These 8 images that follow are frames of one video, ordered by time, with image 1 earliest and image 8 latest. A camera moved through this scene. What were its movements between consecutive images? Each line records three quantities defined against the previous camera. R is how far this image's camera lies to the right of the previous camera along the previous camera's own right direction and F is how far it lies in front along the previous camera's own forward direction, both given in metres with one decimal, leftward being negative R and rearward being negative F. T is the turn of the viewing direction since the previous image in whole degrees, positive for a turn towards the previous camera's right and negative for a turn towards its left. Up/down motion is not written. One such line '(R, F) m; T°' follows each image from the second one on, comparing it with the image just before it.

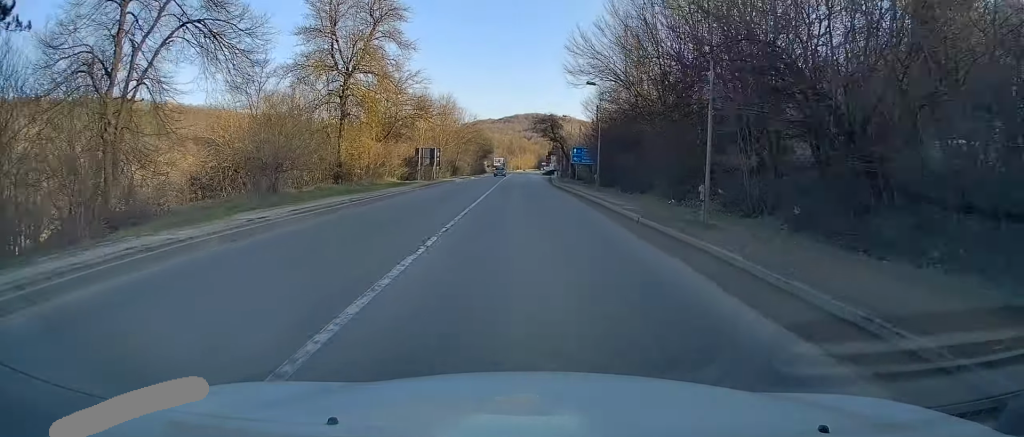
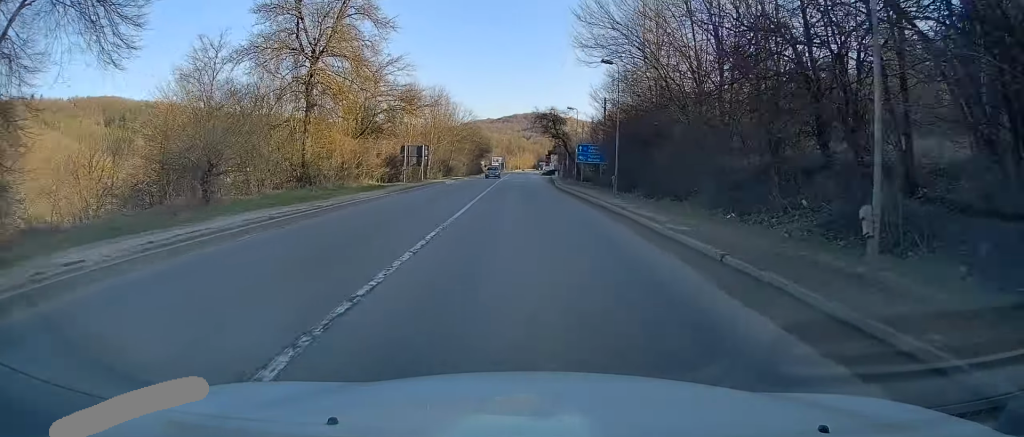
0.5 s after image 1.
(0.0, +6.8) m; 0°
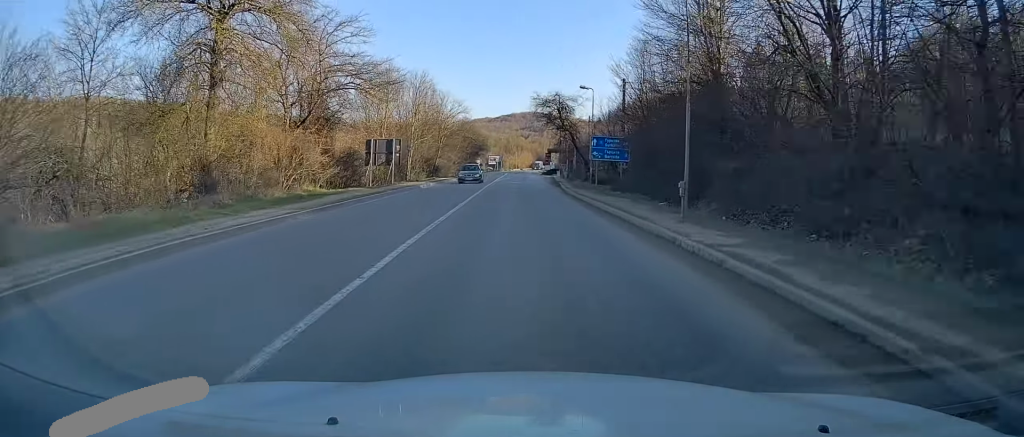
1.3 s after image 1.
(-0.1, +11.6) m; 0°
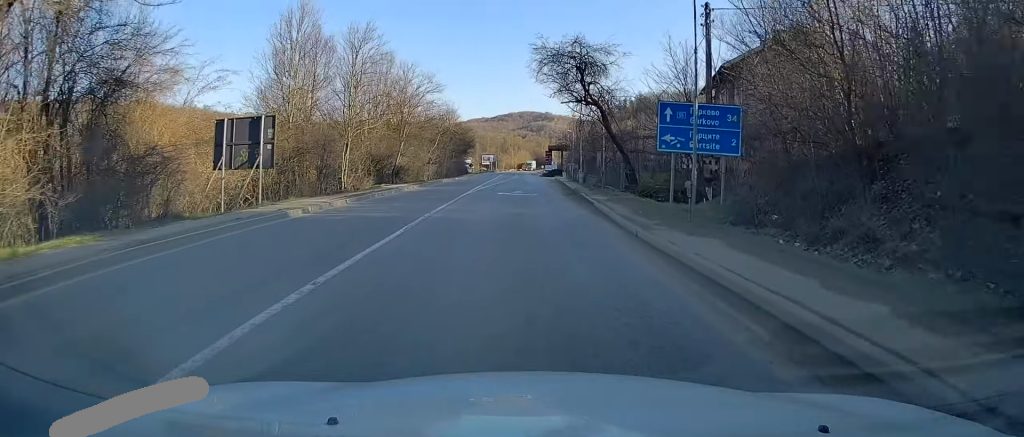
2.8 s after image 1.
(+0.1, +21.5) m; +1°
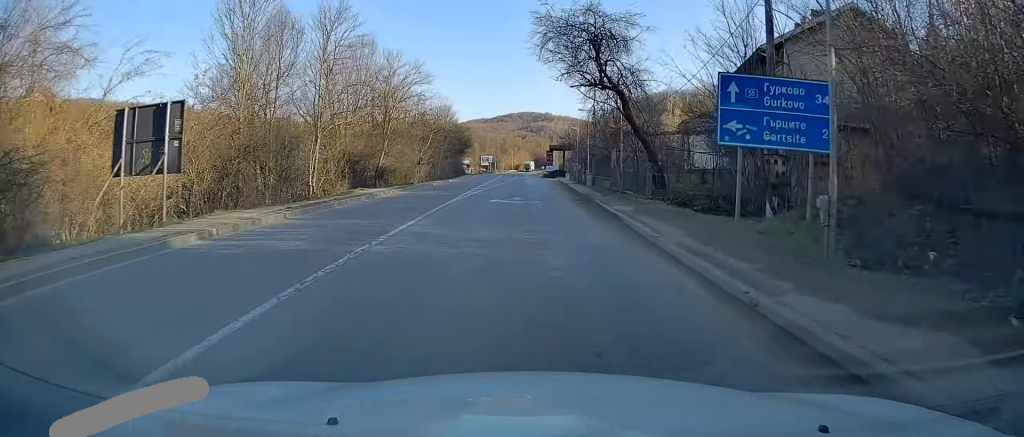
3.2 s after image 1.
(0.0, +6.2) m; 0°
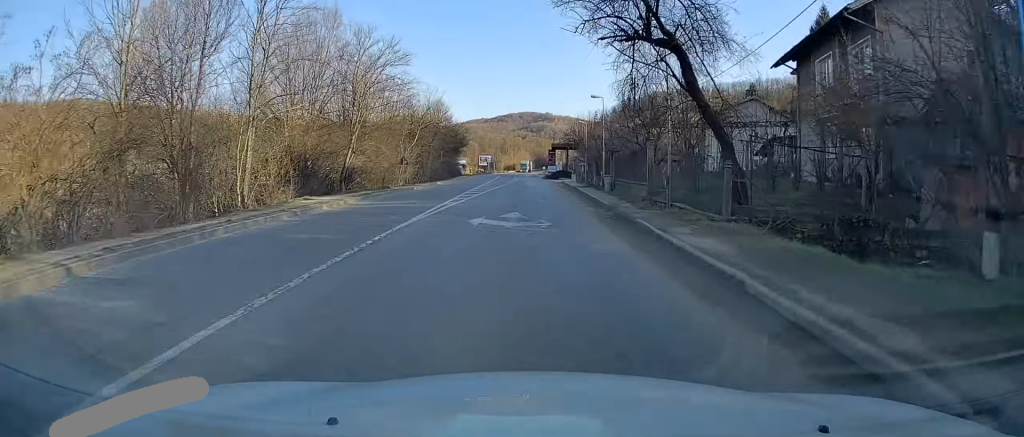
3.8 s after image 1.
(+0.1, +9.0) m; -1°
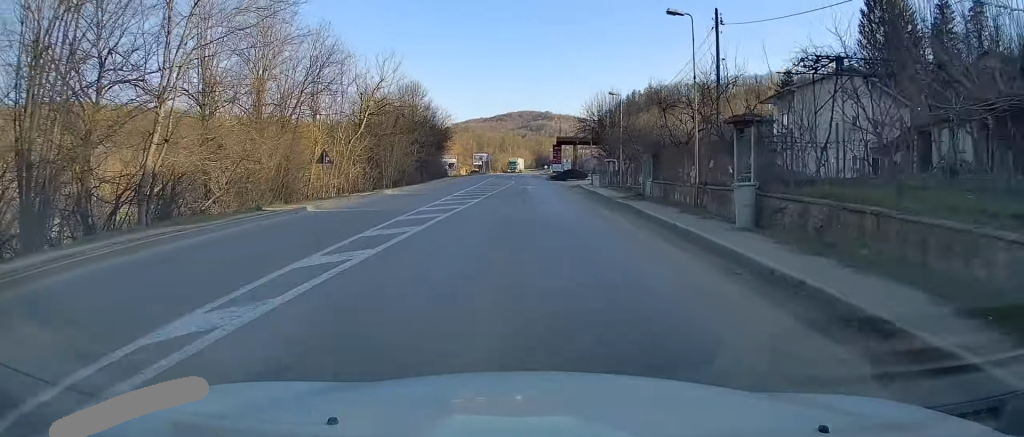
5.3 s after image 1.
(-0.2, +21.0) m; 0°
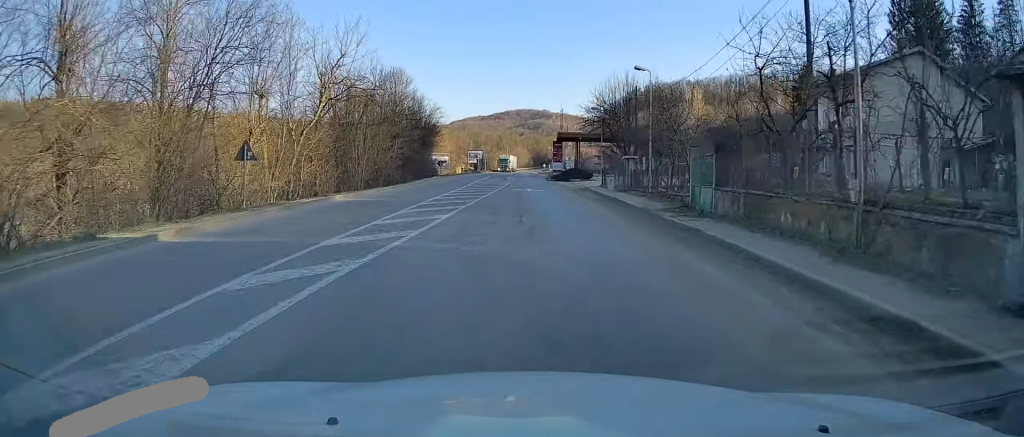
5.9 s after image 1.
(+0.1, +9.1) m; +1°
